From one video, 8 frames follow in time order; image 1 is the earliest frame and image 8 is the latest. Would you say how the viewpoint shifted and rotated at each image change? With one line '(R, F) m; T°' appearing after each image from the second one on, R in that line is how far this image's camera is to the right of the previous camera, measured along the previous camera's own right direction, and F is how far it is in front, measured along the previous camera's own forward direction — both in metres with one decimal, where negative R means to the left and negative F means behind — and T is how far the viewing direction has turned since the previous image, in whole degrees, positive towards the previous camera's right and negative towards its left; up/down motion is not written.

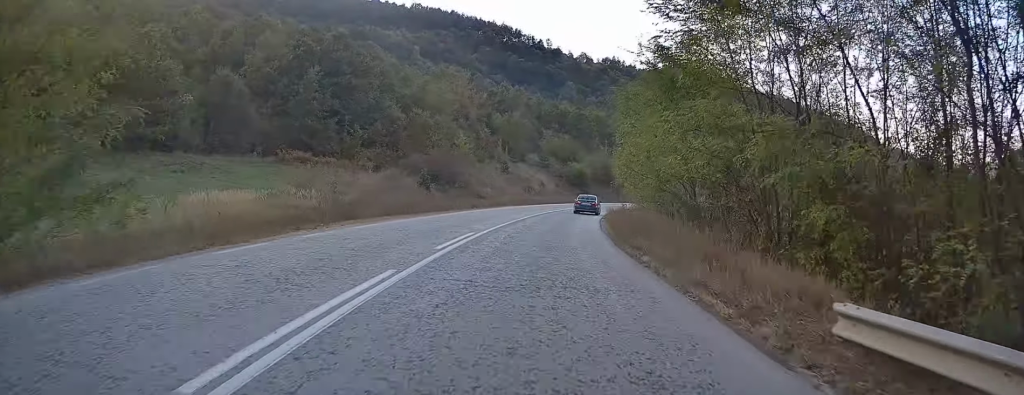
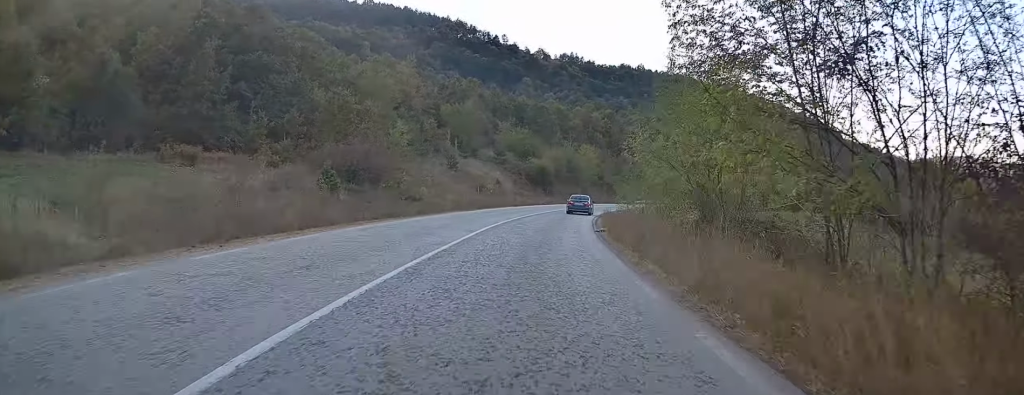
(+0.9, +16.6) m; +4°
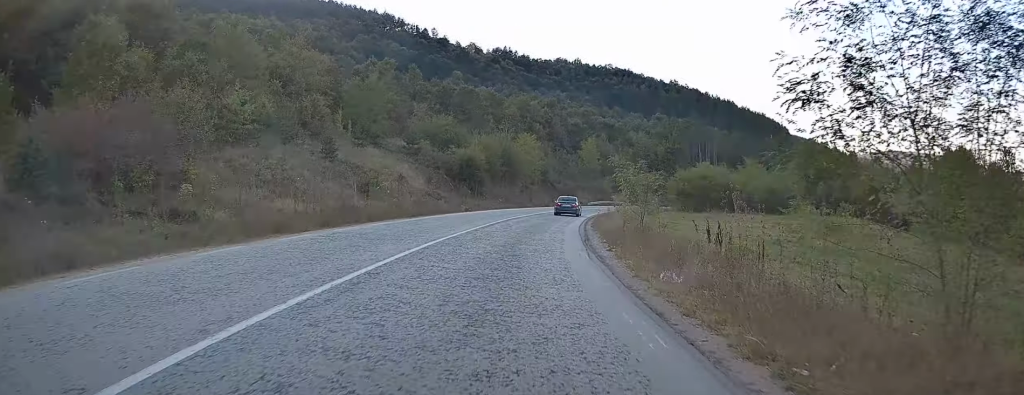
(+1.4, +26.8) m; +6°
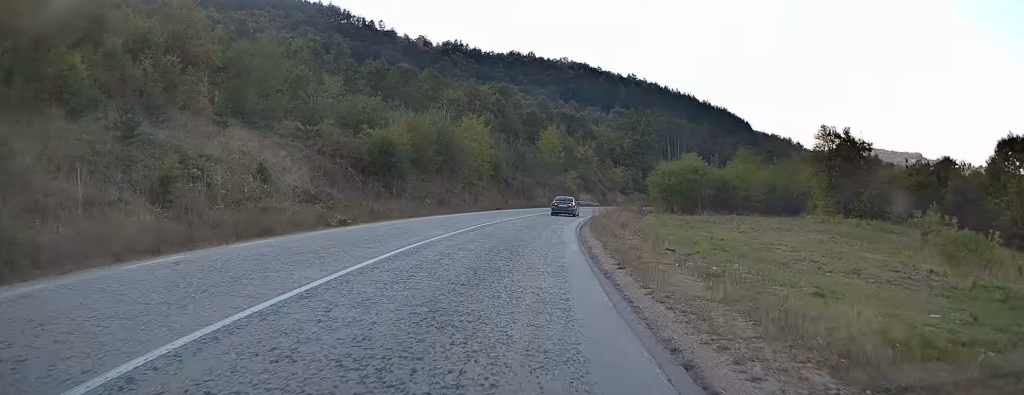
(+0.9, +21.9) m; +4°
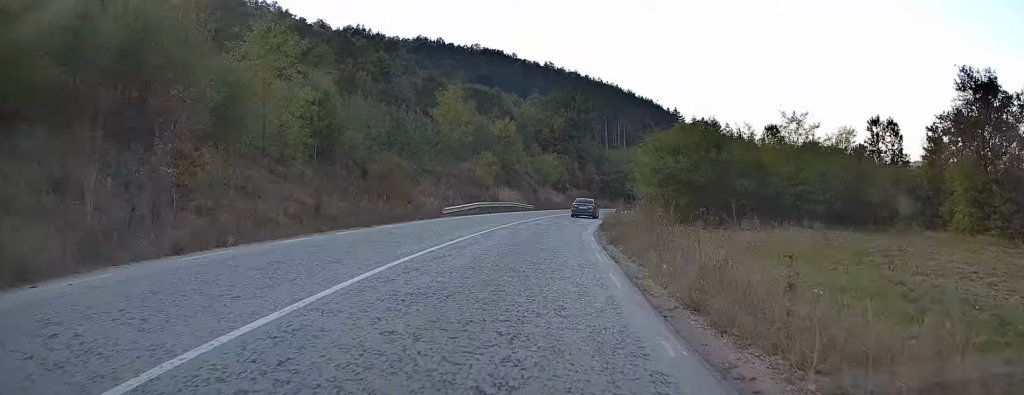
(+2.1, +42.5) m; +6°
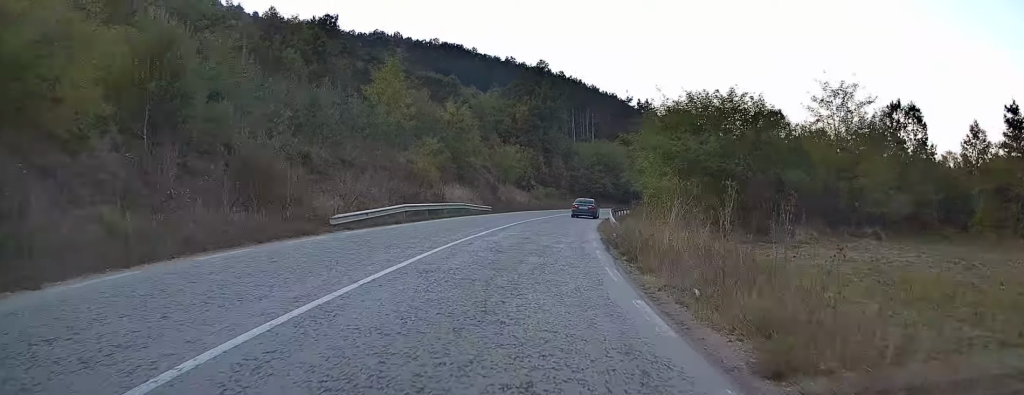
(0.0, +15.1) m; +4°
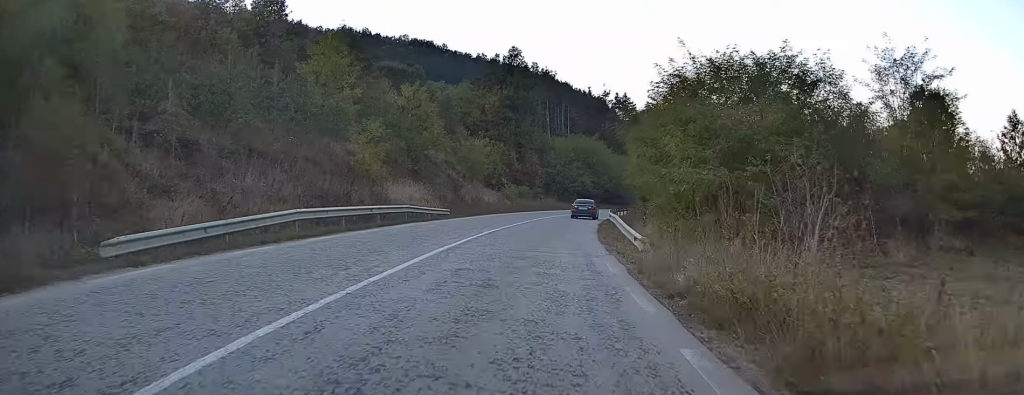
(+0.6, +11.0) m; +3°
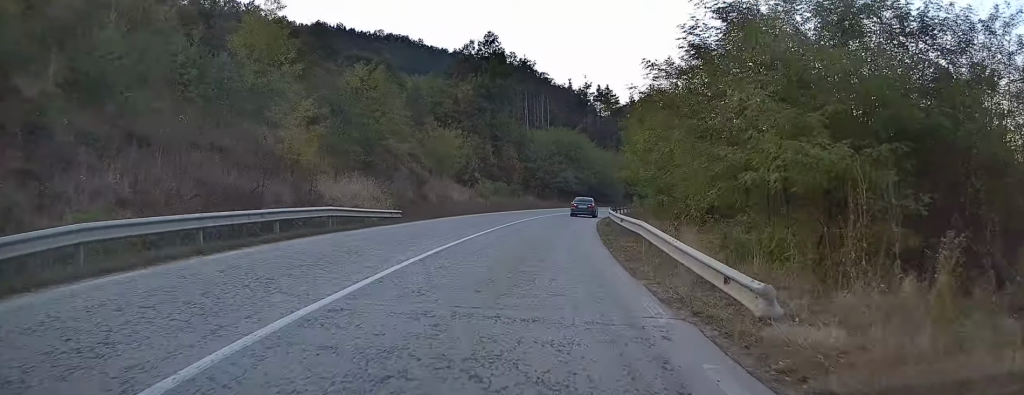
(+0.1, +8.8) m; +2°
